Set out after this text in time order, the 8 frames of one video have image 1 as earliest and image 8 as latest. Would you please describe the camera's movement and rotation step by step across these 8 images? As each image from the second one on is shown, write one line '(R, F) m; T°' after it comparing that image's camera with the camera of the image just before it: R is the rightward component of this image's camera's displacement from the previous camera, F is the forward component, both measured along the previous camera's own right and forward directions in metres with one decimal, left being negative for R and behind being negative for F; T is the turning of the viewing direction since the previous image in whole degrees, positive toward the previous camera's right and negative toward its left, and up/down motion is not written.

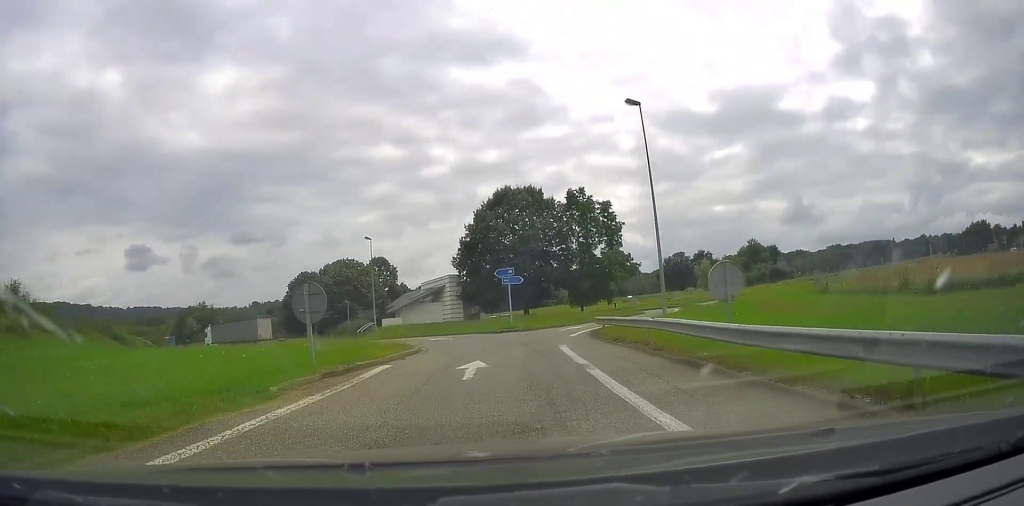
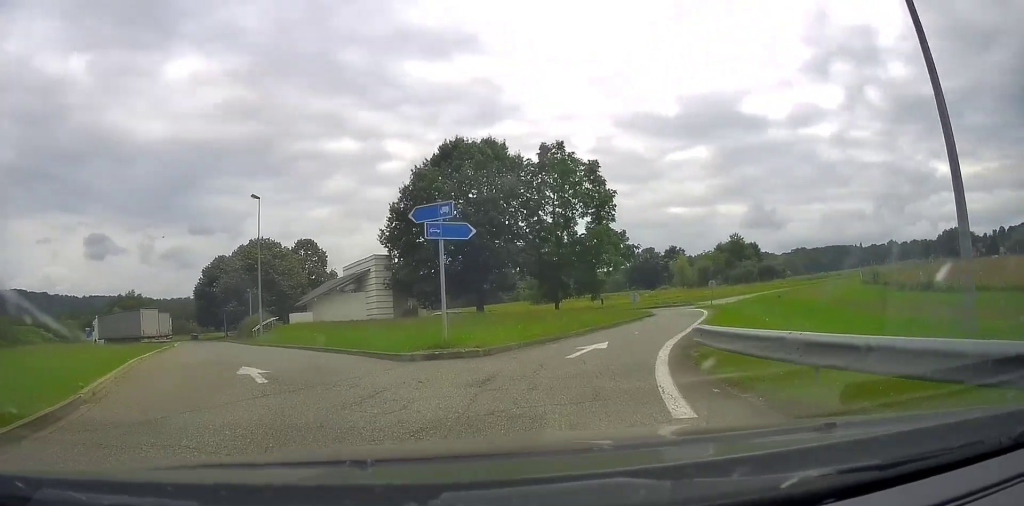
(+0.8, +21.2) m; +5°
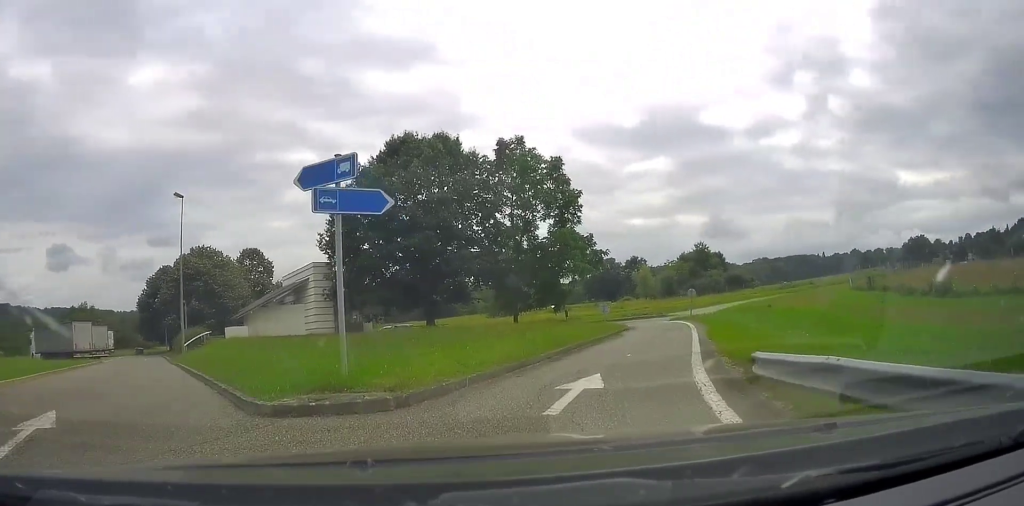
(+0.1, +6.2) m; +2°
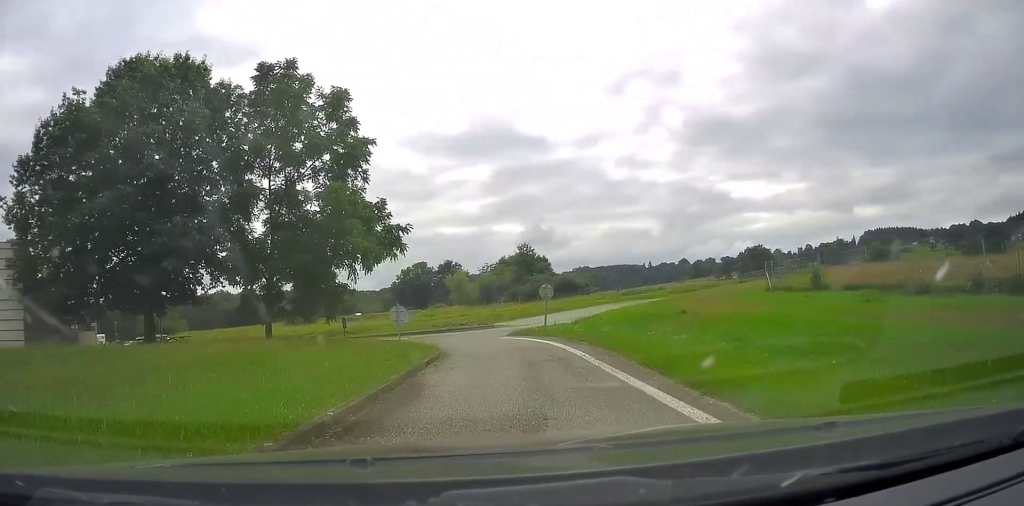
(+2.4, +18.0) m; +16°
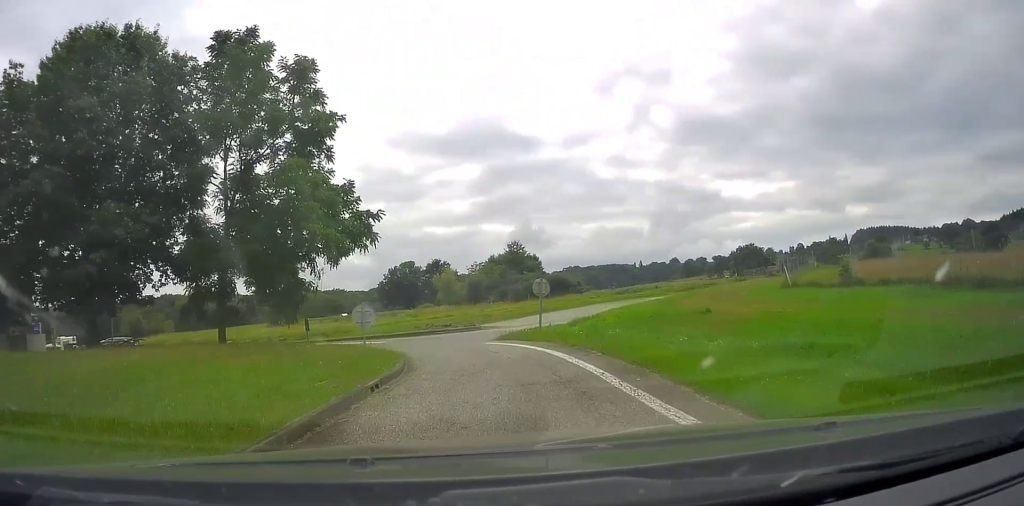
(+0.1, +4.7) m; +2°
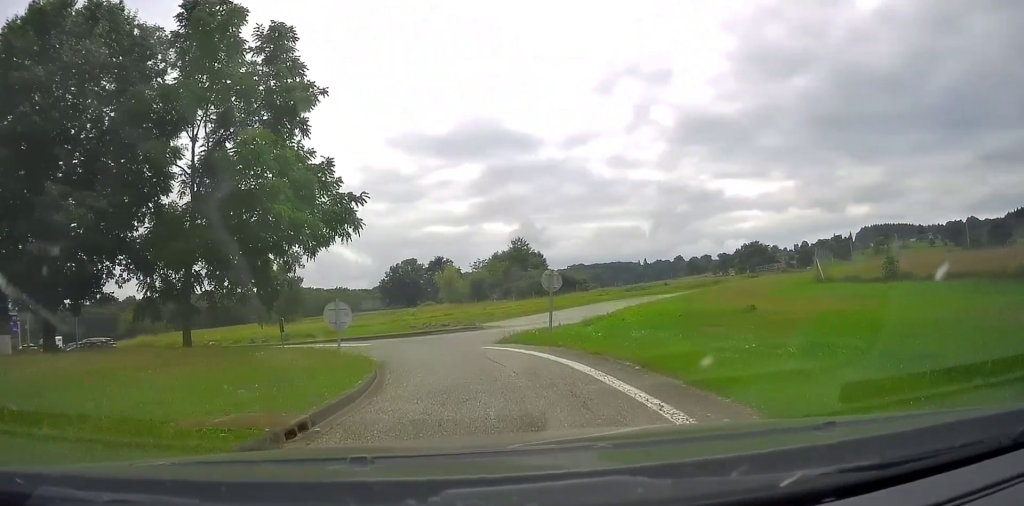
(-0.1, +3.9) m; +2°
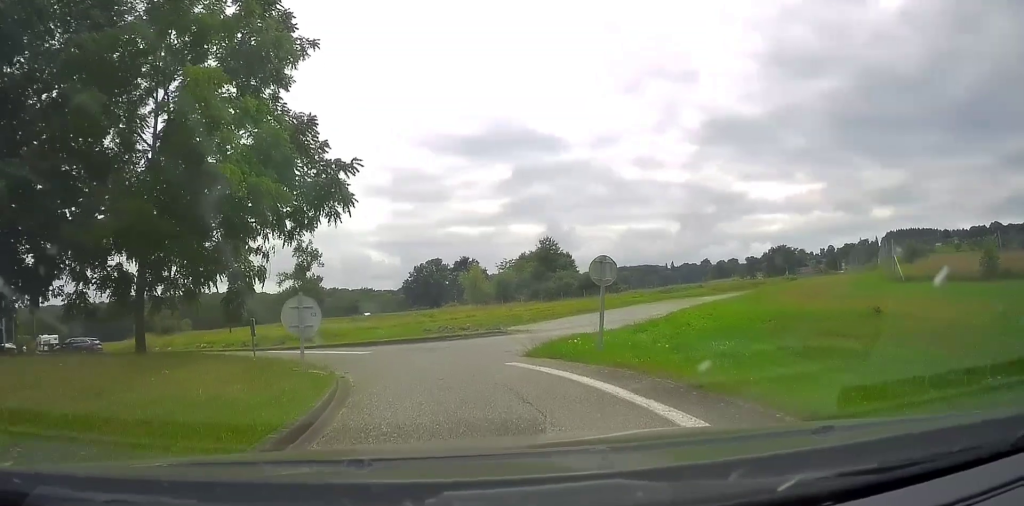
(+0.3, +4.7) m; +2°
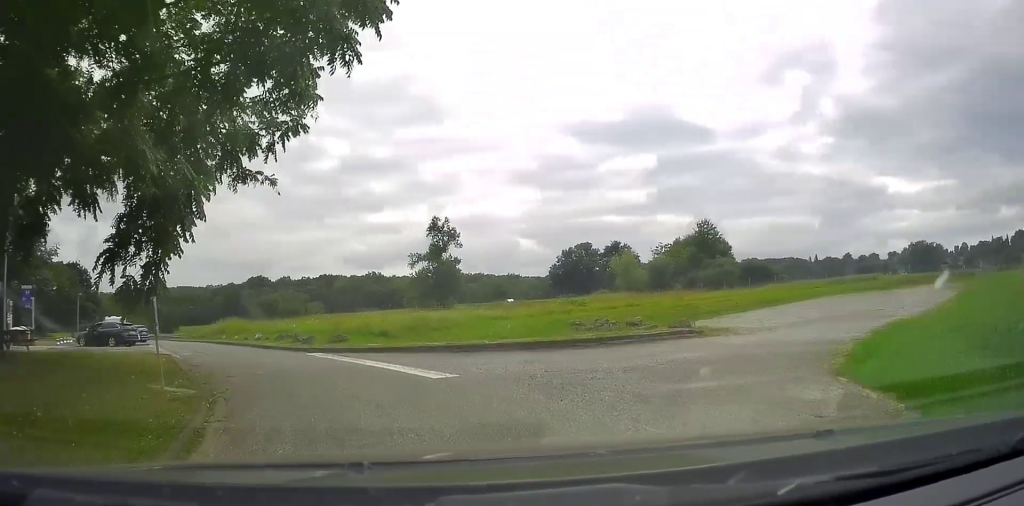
(+0.3, +11.6) m; -9°
